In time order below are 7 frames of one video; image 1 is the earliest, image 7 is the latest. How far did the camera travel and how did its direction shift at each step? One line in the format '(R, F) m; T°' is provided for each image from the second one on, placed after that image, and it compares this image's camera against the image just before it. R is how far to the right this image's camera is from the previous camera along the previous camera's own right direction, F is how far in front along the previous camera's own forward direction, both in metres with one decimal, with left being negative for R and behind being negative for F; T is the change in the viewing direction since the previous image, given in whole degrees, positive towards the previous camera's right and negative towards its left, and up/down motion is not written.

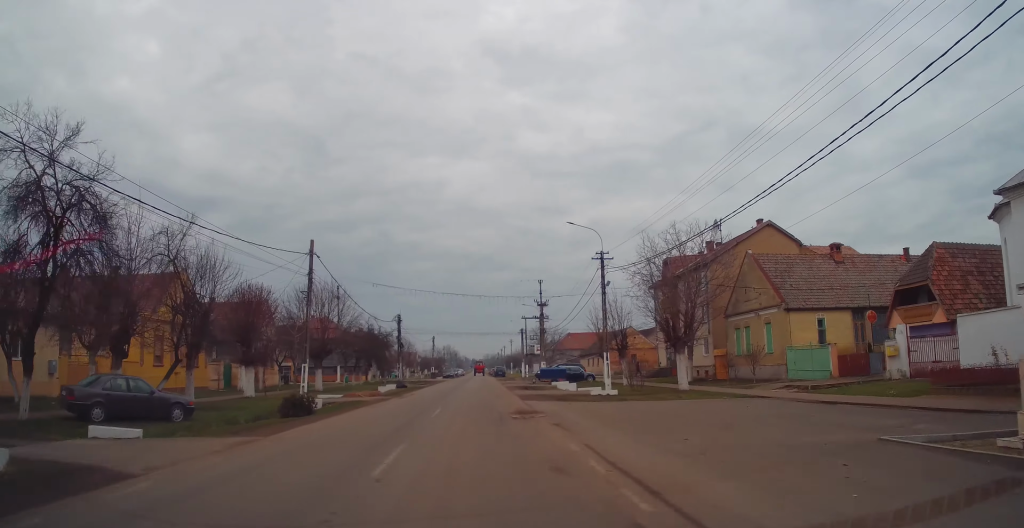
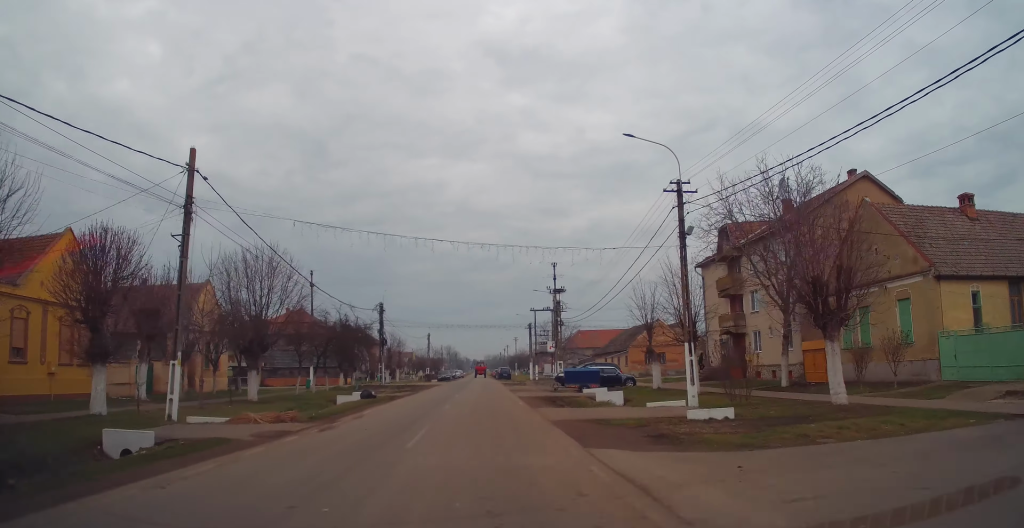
(-0.1, +14.9) m; 0°
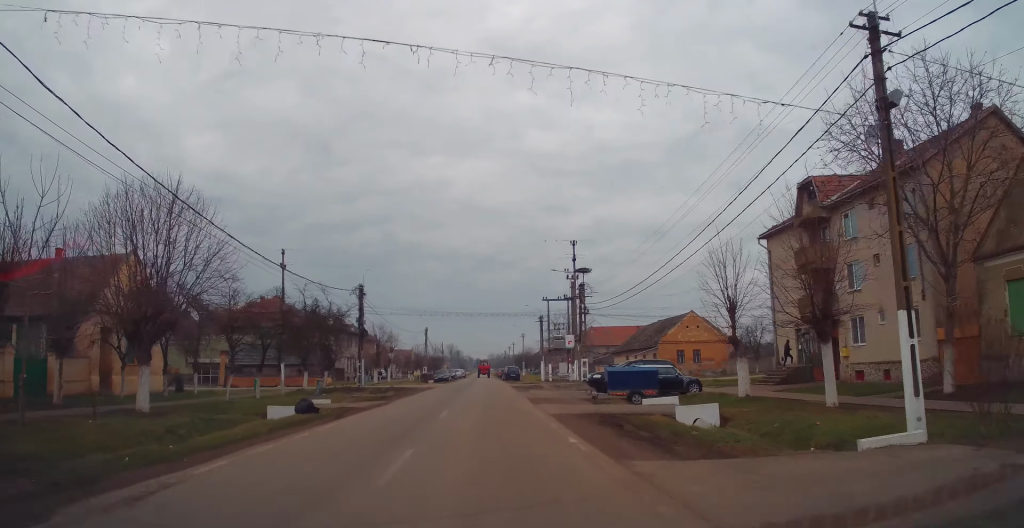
(0.0, +12.6) m; -1°
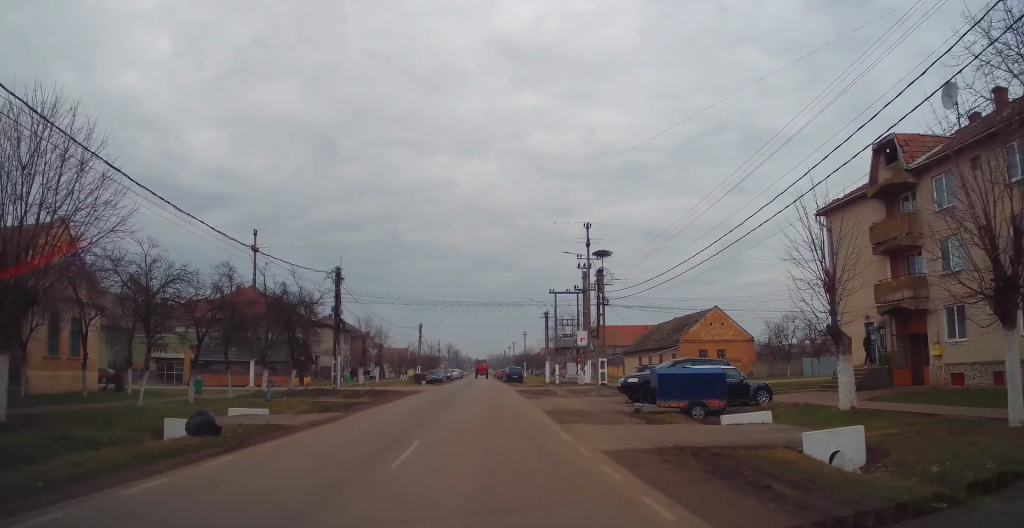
(0.0, +8.0) m; 0°
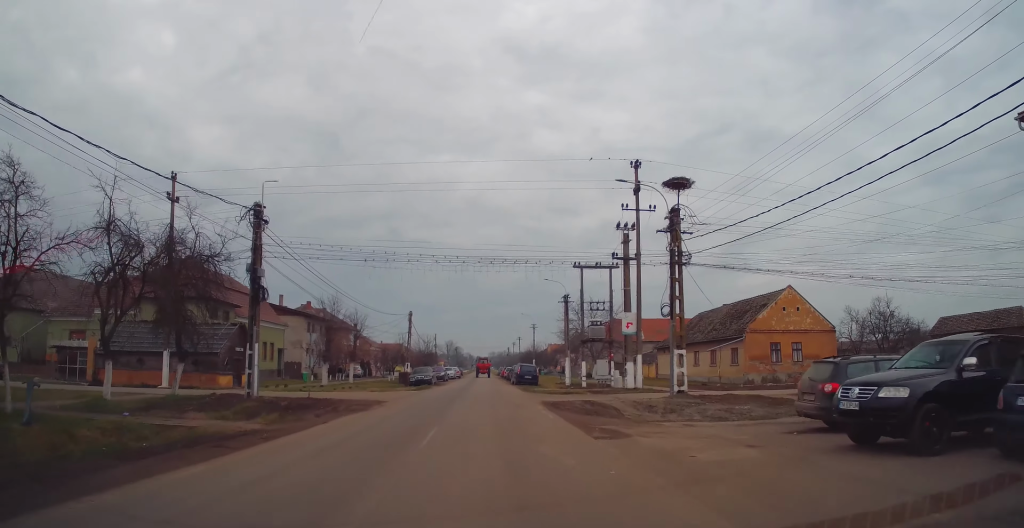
(+0.2, +15.7) m; +1°
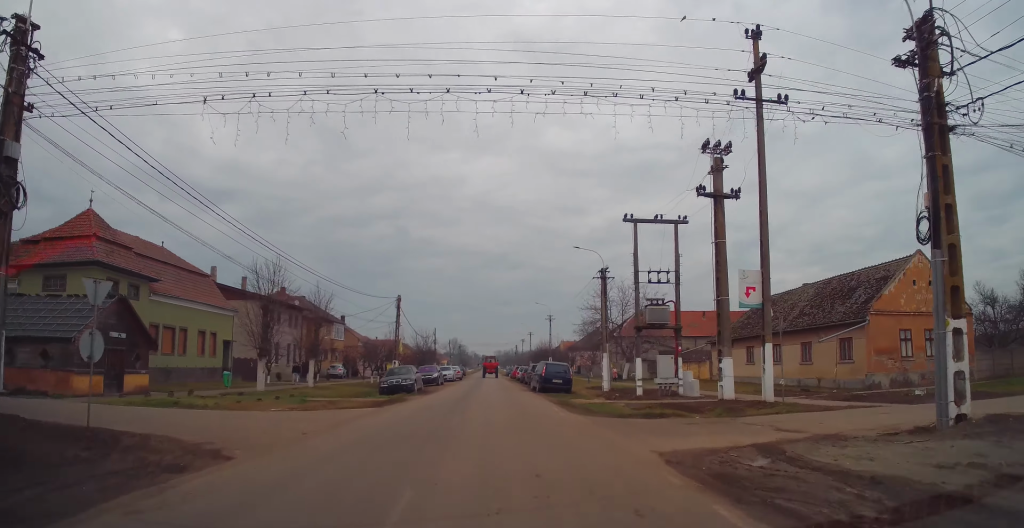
(-0.1, +15.6) m; 0°
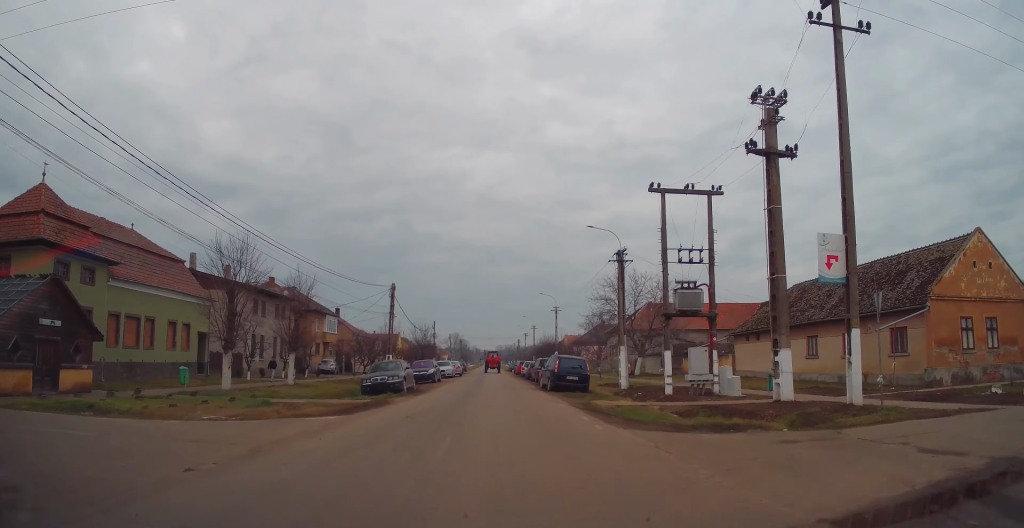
(+0.1, +5.4) m; +1°
